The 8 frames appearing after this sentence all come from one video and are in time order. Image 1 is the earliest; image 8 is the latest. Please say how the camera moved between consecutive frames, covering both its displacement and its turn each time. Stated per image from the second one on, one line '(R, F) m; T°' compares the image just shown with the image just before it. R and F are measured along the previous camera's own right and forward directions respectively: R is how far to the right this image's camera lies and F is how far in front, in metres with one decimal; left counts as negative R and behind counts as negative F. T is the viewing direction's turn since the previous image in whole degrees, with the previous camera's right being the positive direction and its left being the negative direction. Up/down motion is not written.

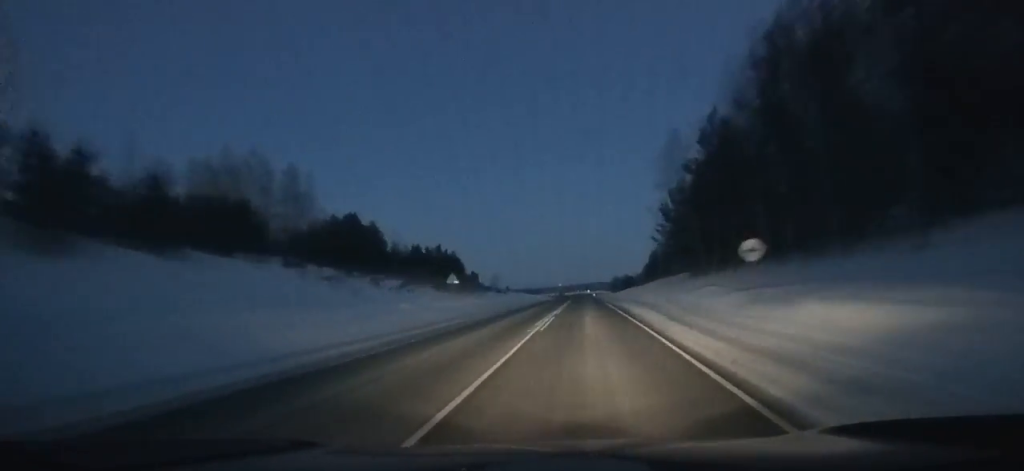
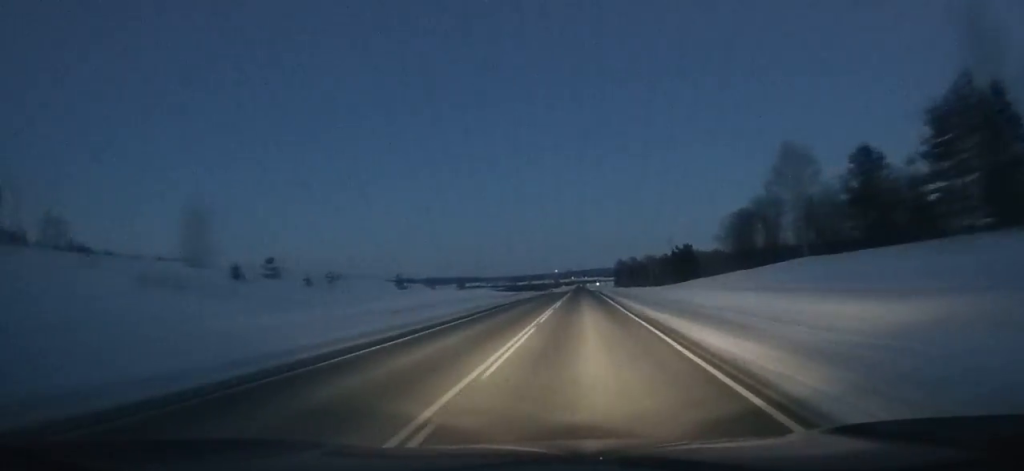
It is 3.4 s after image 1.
(+0.3, +109.9) m; 0°
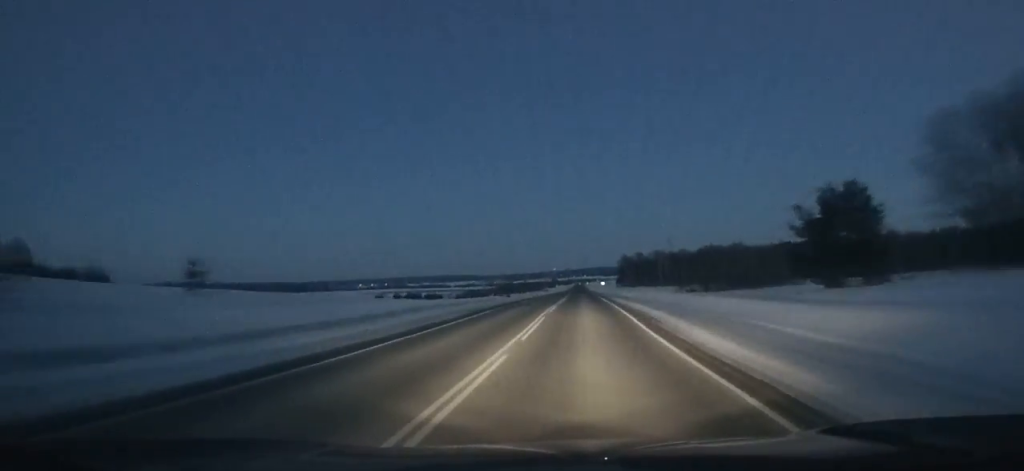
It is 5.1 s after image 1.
(+0.1, +54.3) m; 0°
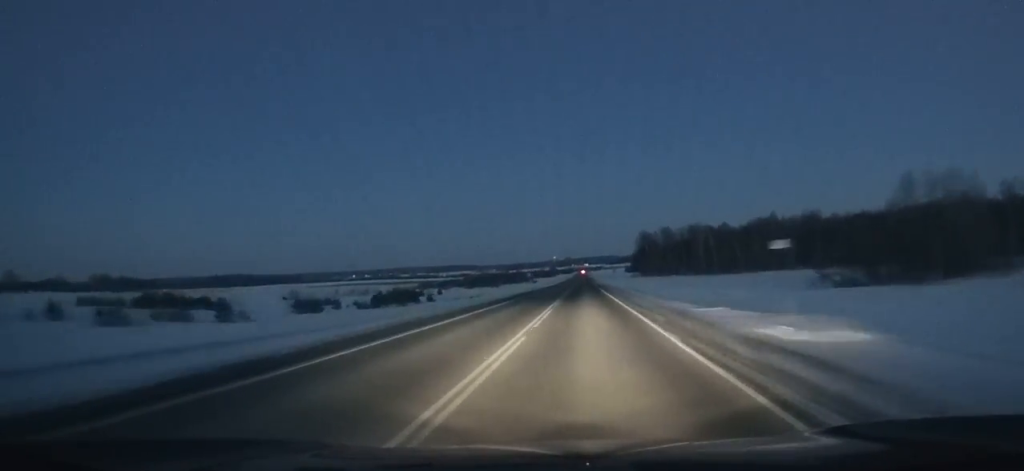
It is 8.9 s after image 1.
(-0.2, +120.1) m; 0°
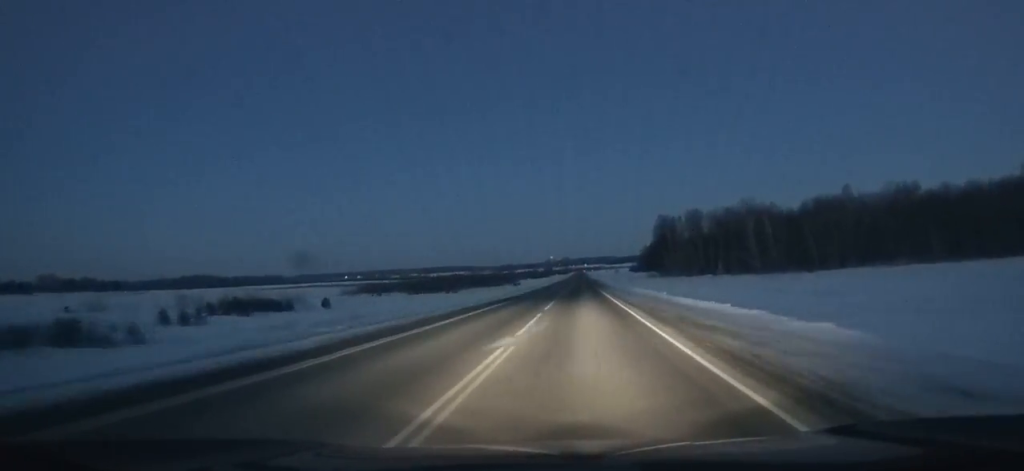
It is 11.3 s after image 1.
(0.0, +74.8) m; 0°
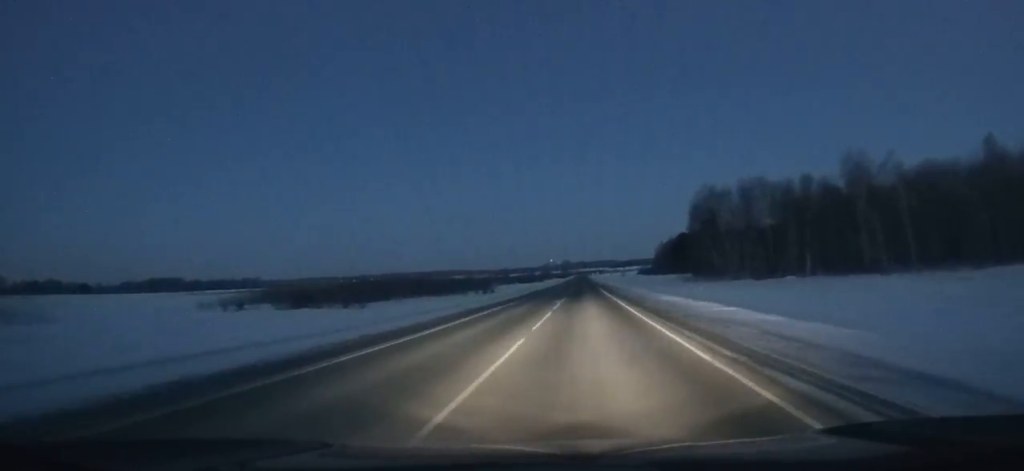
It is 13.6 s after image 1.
(+0.2, +70.8) m; 0°
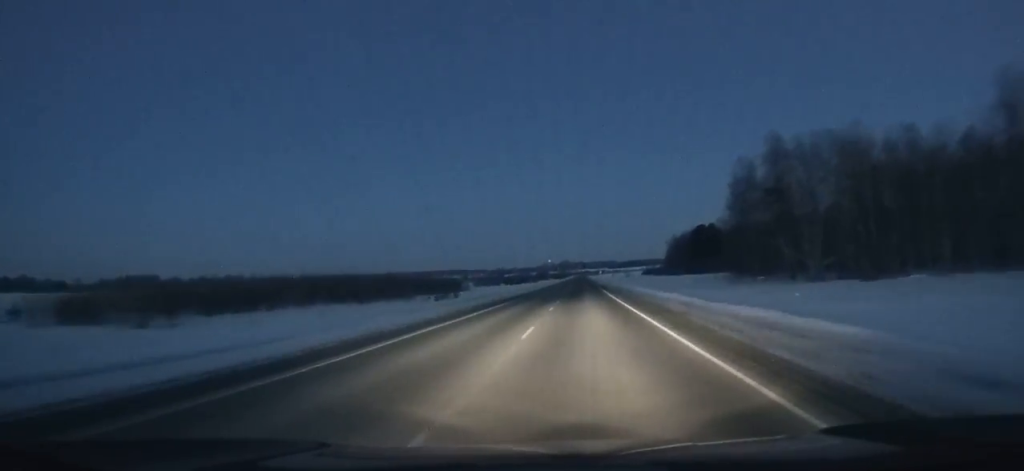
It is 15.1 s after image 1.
(0.0, +45.5) m; 0°
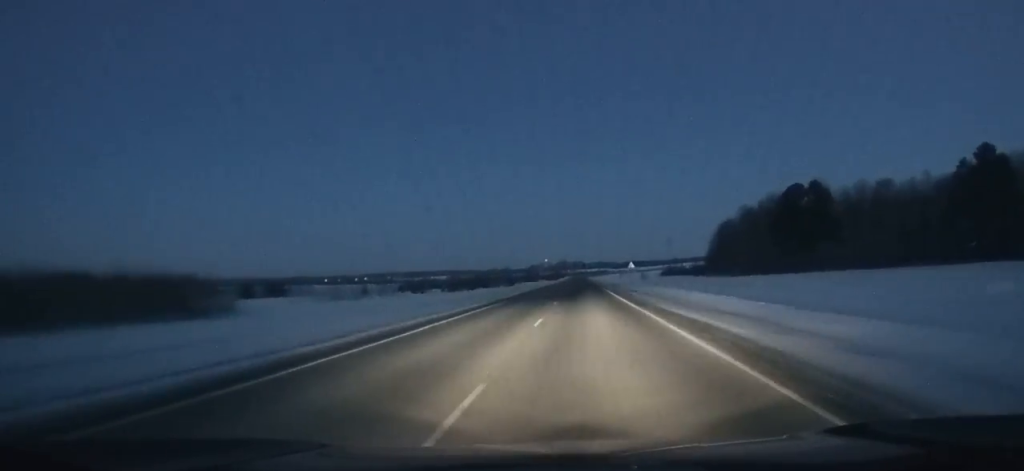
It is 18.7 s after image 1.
(-0.1, +107.5) m; 0°
